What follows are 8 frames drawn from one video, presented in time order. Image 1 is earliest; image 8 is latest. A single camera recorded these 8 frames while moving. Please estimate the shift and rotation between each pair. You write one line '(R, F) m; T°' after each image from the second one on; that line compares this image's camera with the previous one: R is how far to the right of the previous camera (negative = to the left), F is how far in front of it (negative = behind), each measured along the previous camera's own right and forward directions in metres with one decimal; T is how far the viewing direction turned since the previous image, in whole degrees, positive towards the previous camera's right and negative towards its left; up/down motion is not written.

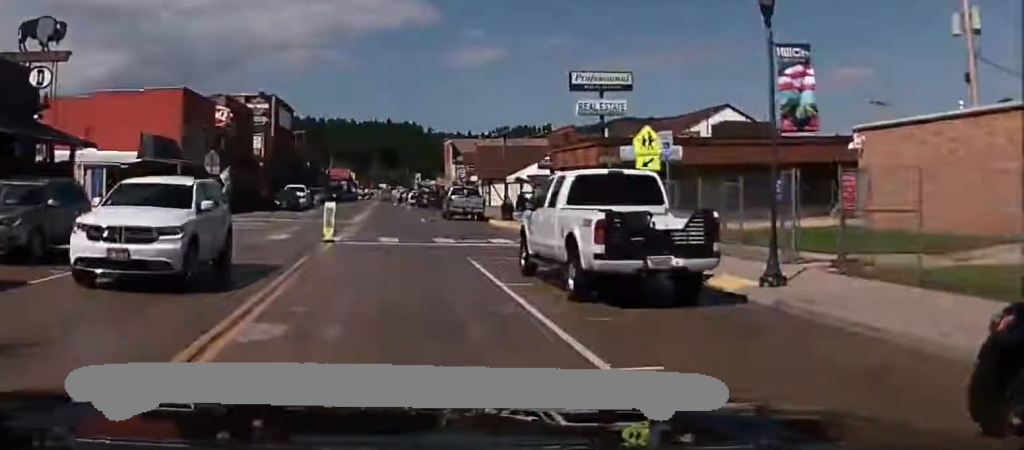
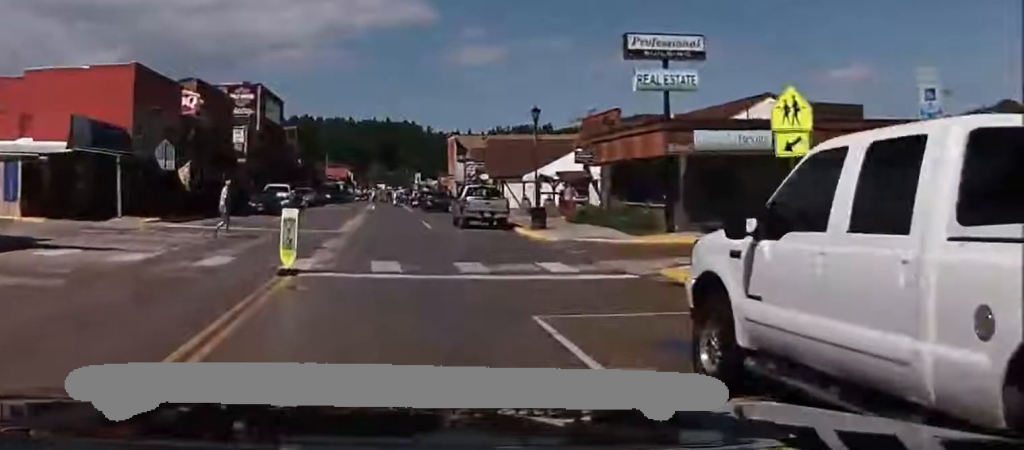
(+0.3, +10.4) m; +3°
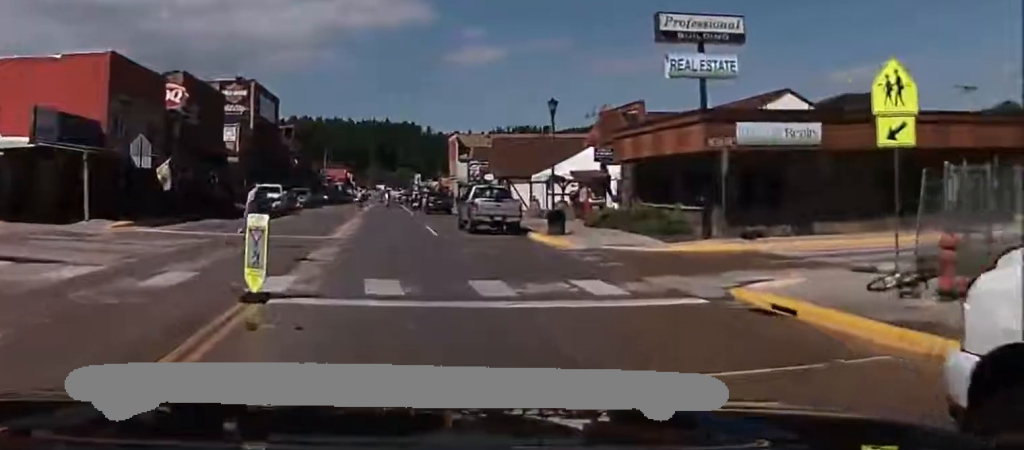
(+0.1, +4.1) m; +2°
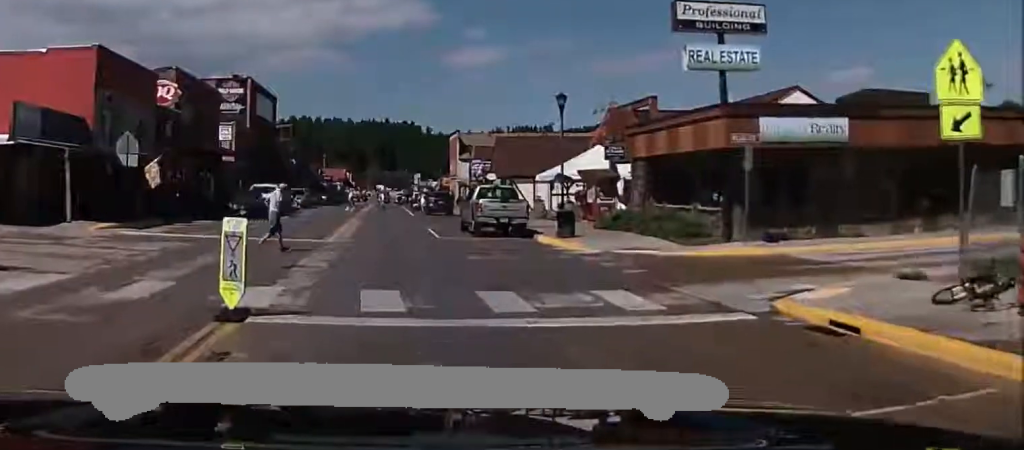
(0.0, +2.0) m; +1°
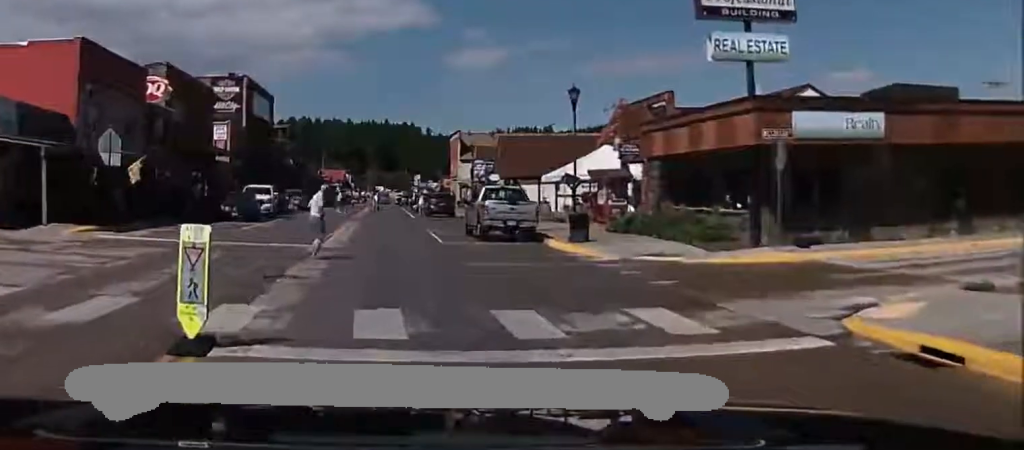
(0.0, +2.2) m; -2°
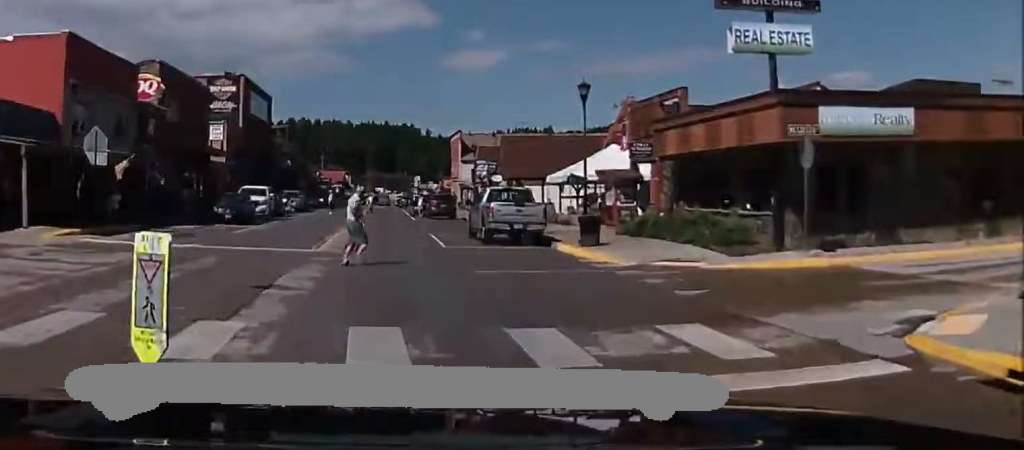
(+0.1, +1.6) m; -2°
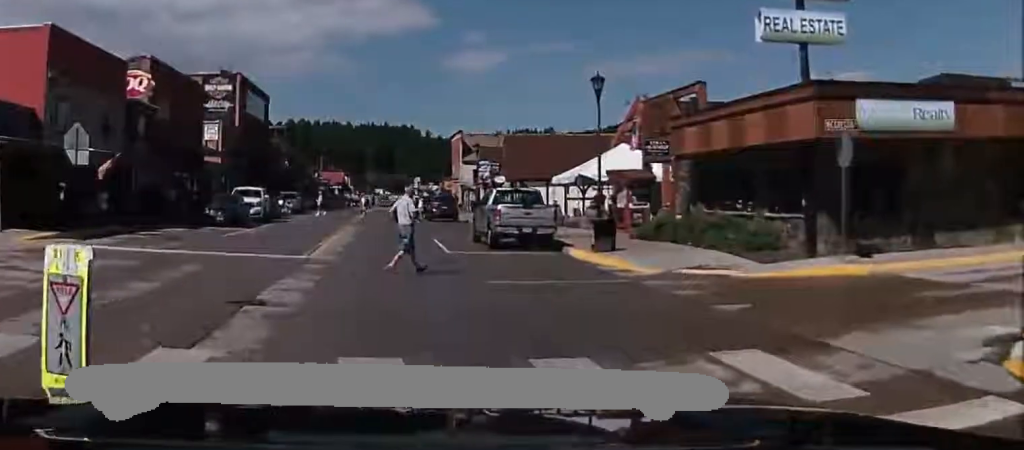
(-0.2, +1.9) m; -3°
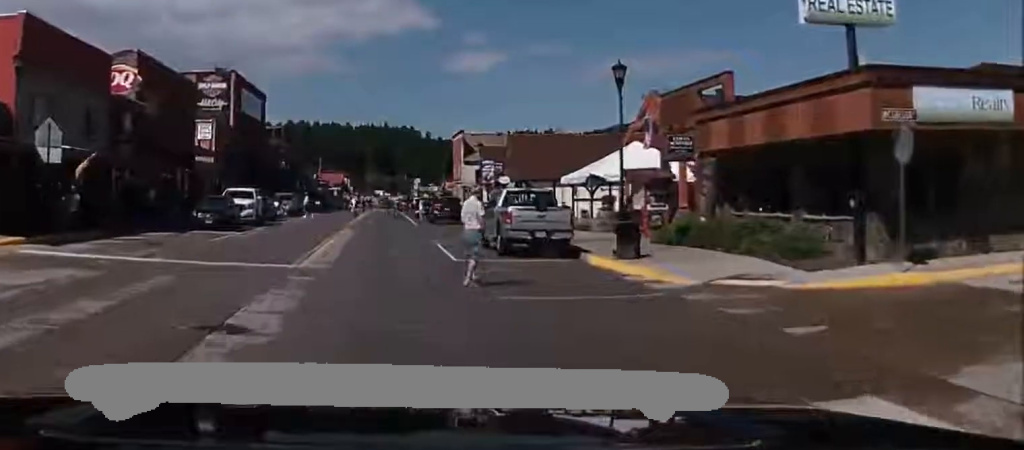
(-0.1, +2.4) m; -2°
